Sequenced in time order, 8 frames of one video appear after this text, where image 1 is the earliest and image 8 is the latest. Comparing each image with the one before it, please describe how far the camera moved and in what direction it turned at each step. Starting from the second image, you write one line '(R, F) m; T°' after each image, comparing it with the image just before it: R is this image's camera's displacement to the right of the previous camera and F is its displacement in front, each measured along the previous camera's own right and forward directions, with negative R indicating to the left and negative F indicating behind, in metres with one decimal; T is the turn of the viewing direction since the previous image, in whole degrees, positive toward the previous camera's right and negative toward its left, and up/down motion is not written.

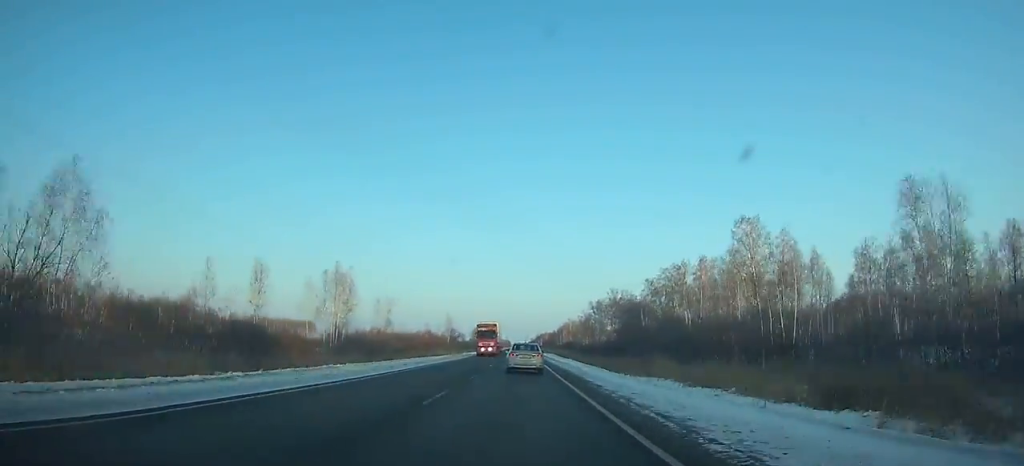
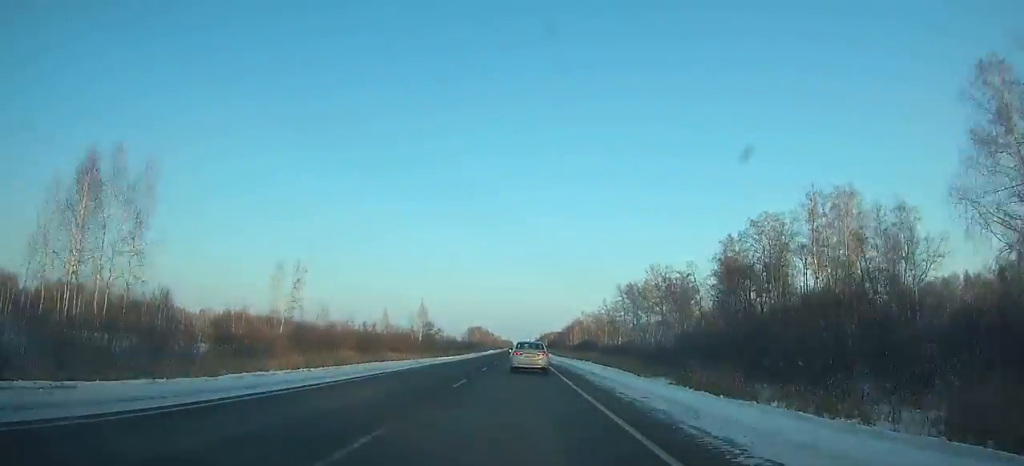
(-0.3, +54.4) m; 0°
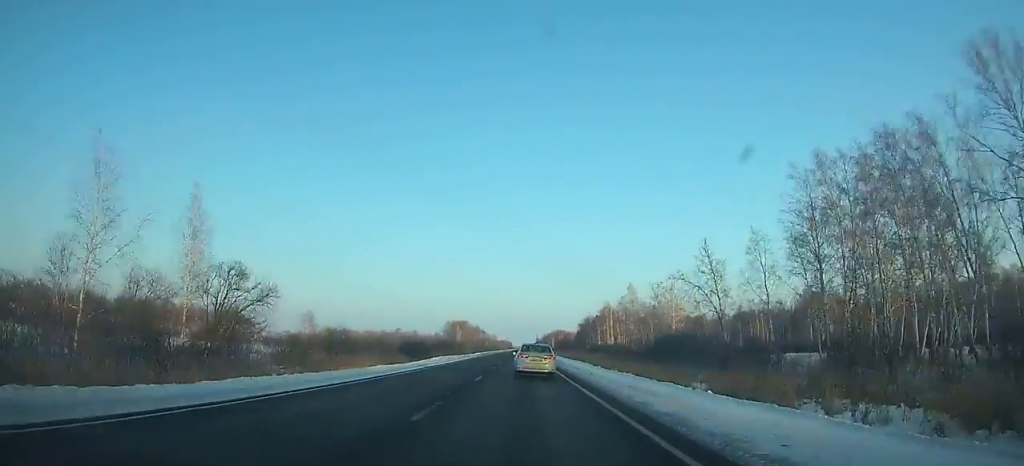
(-0.4, +101.9) m; 0°
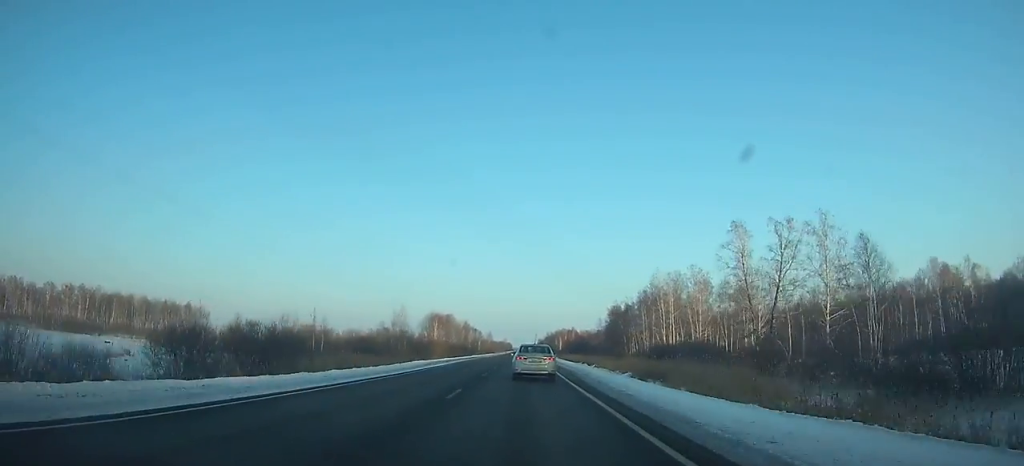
(+0.3, +66.0) m; 0°
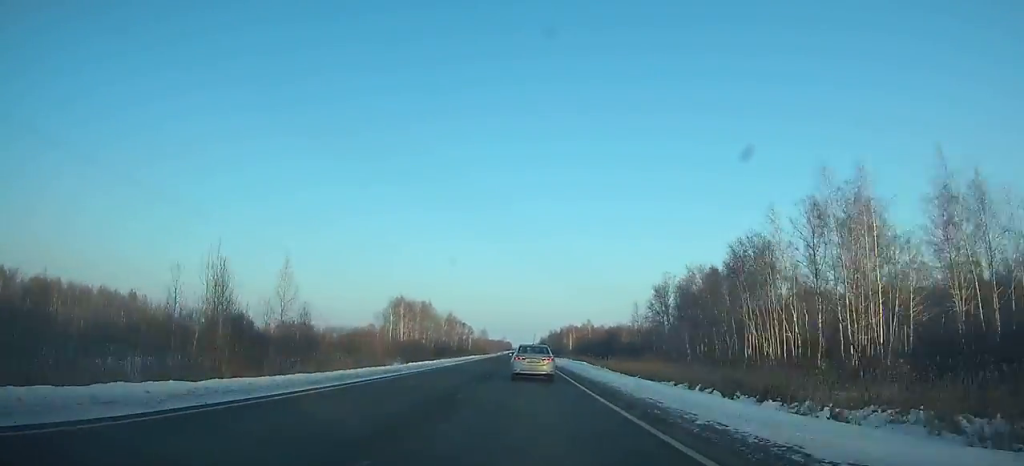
(-0.1, +58.7) m; 0°
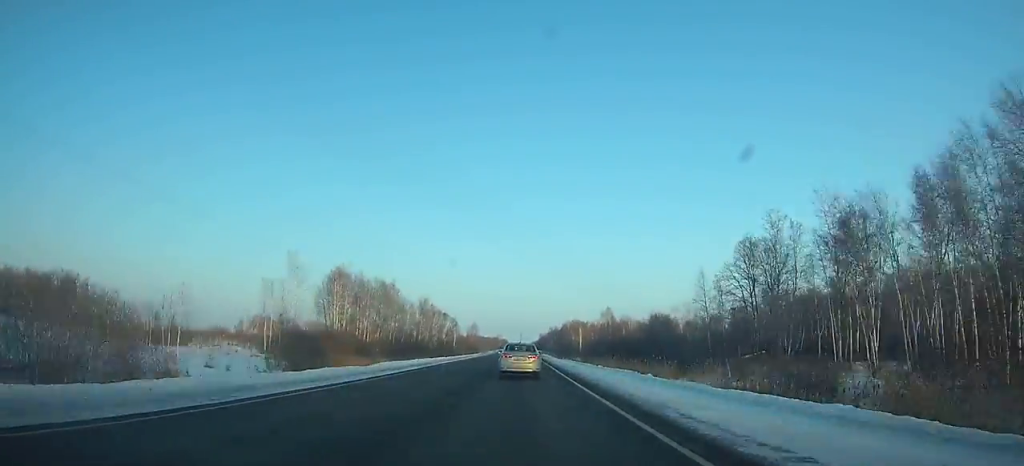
(-0.2, +49.1) m; 0°
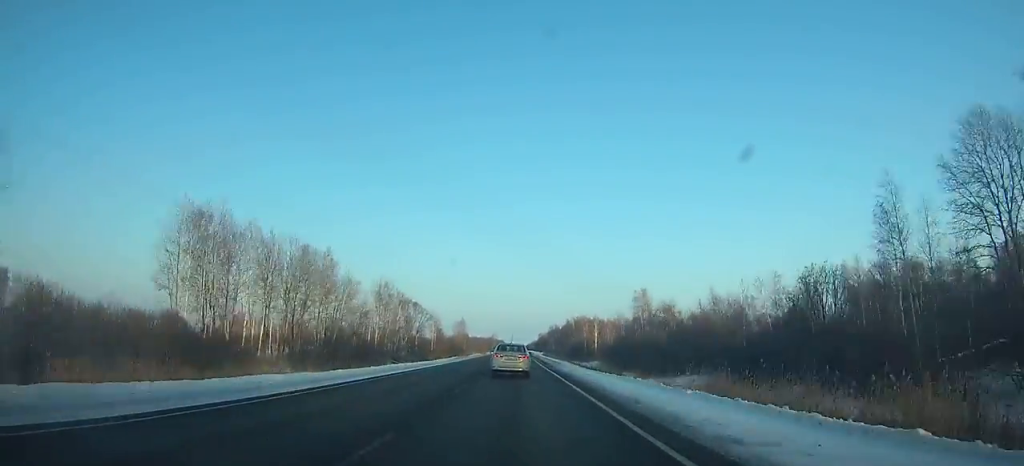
(+0.3, +44.3) m; 0°
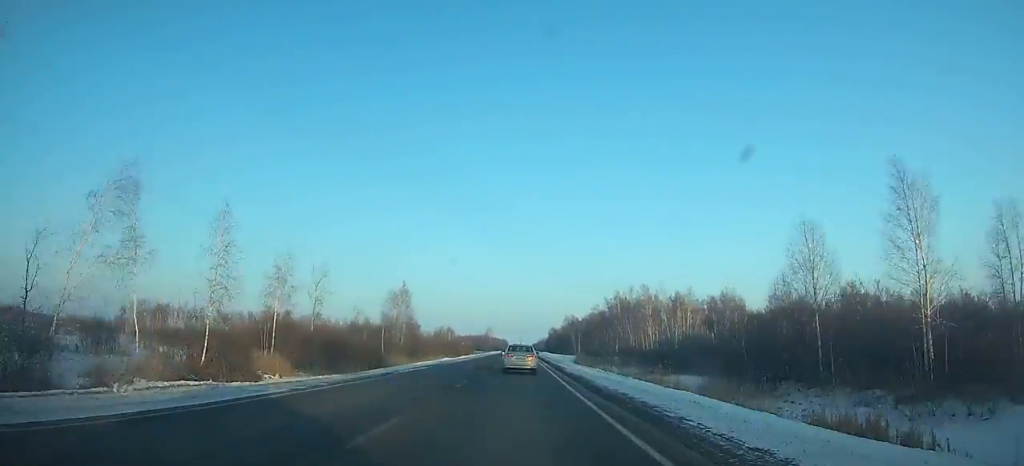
(-0.2, +117.7) m; 0°
